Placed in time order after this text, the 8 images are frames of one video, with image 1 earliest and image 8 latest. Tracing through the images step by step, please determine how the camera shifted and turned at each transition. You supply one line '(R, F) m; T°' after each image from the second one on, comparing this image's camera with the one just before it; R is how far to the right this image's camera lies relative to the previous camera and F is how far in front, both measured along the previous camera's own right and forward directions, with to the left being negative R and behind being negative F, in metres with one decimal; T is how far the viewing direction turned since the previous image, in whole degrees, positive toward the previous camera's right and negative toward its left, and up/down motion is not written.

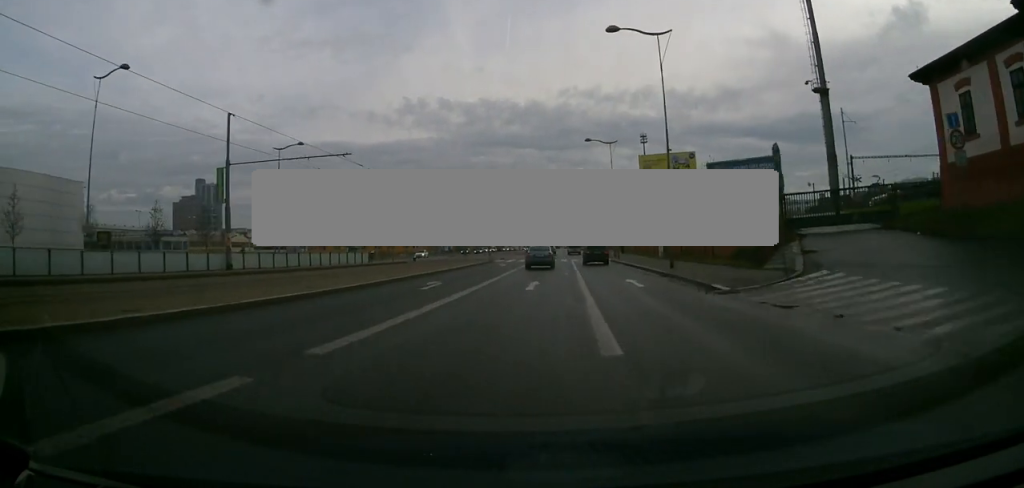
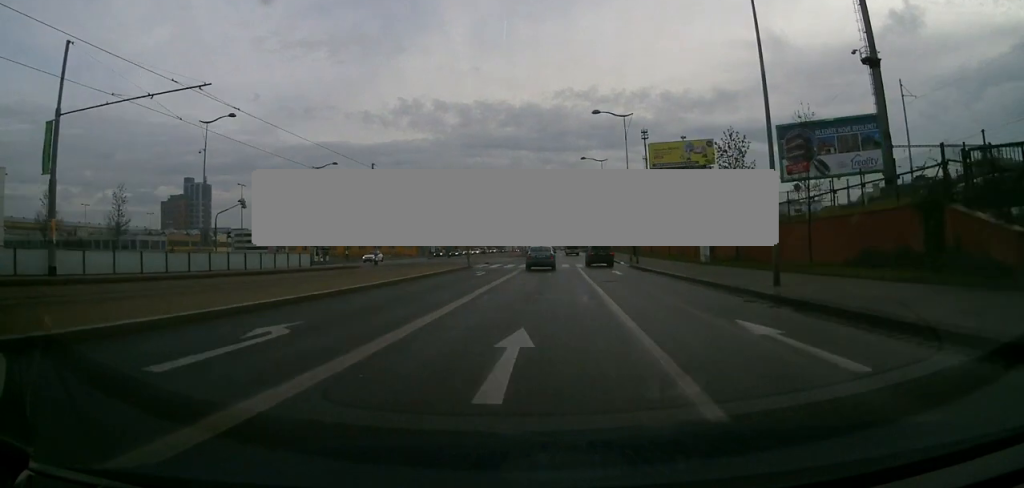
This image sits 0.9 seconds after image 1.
(0.0, +13.6) m; -2°
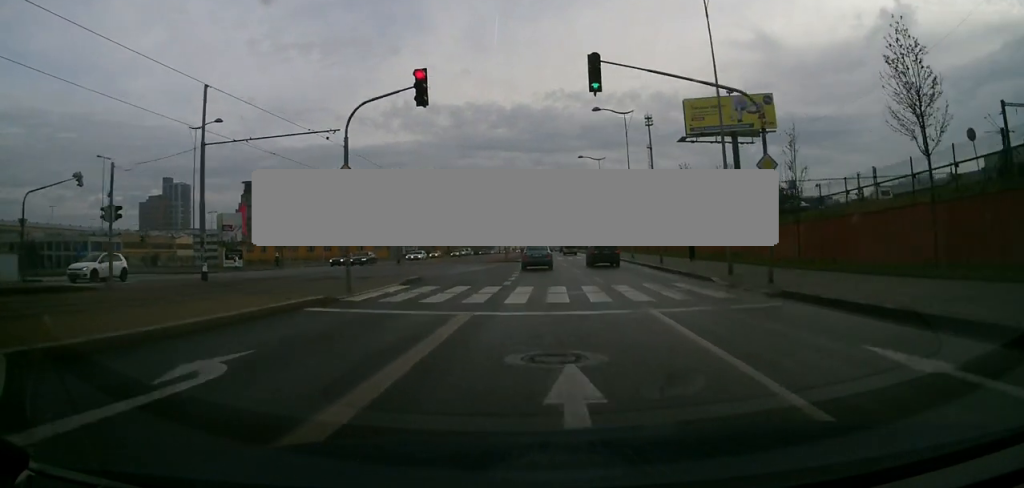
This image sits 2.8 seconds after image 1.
(-1.0, +27.9) m; -2°
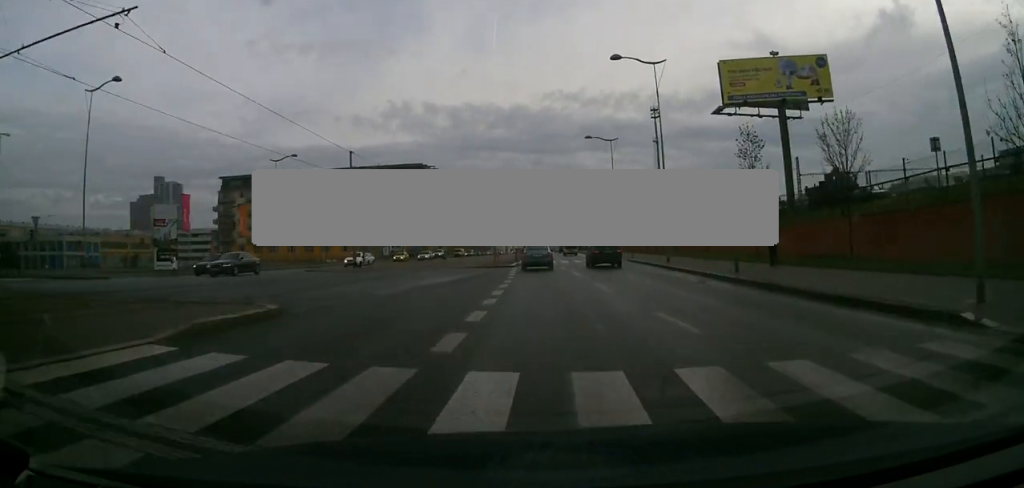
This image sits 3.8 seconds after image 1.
(0.0, +14.2) m; 0°
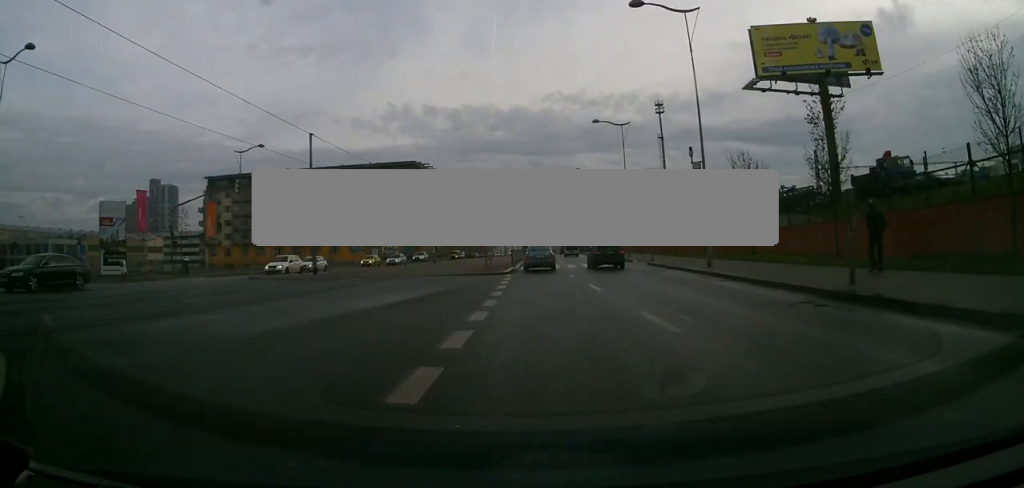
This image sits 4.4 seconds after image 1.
(0.0, +8.8) m; 0°
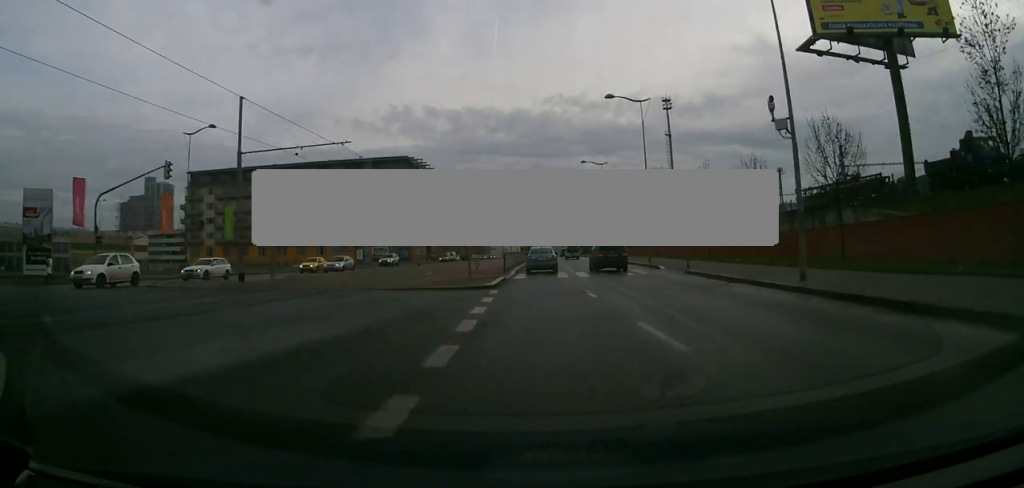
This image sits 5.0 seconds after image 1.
(+0.1, +10.0) m; -1°
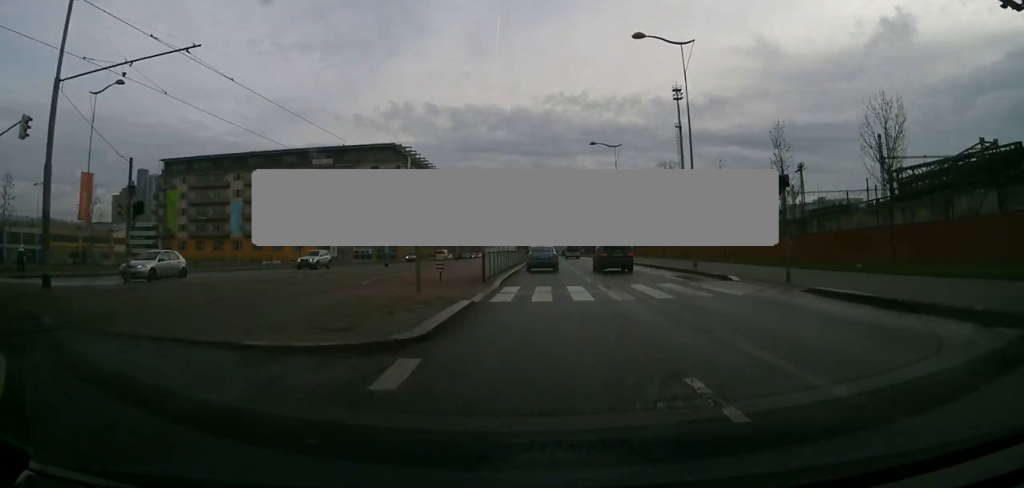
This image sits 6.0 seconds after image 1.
(-0.3, +14.1) m; -1°
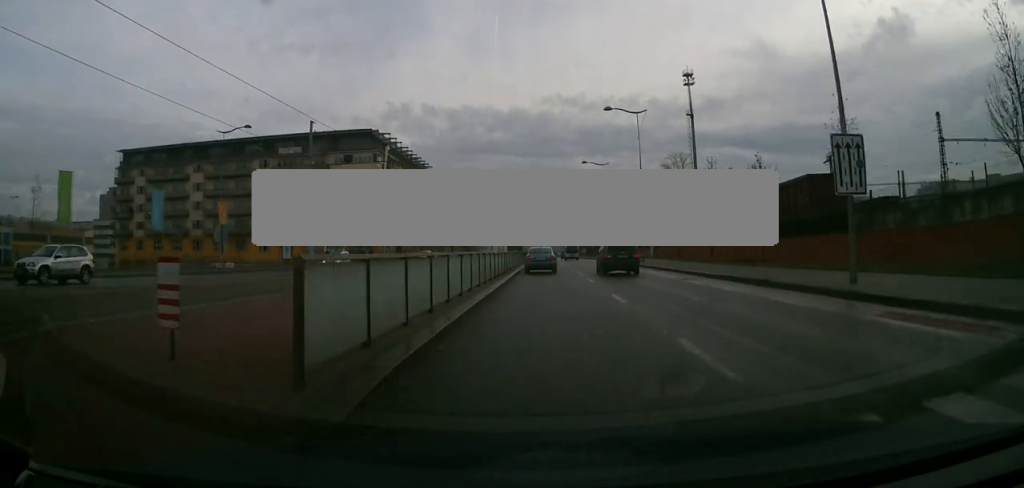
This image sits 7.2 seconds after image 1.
(+0.1, +17.0) m; +1°
